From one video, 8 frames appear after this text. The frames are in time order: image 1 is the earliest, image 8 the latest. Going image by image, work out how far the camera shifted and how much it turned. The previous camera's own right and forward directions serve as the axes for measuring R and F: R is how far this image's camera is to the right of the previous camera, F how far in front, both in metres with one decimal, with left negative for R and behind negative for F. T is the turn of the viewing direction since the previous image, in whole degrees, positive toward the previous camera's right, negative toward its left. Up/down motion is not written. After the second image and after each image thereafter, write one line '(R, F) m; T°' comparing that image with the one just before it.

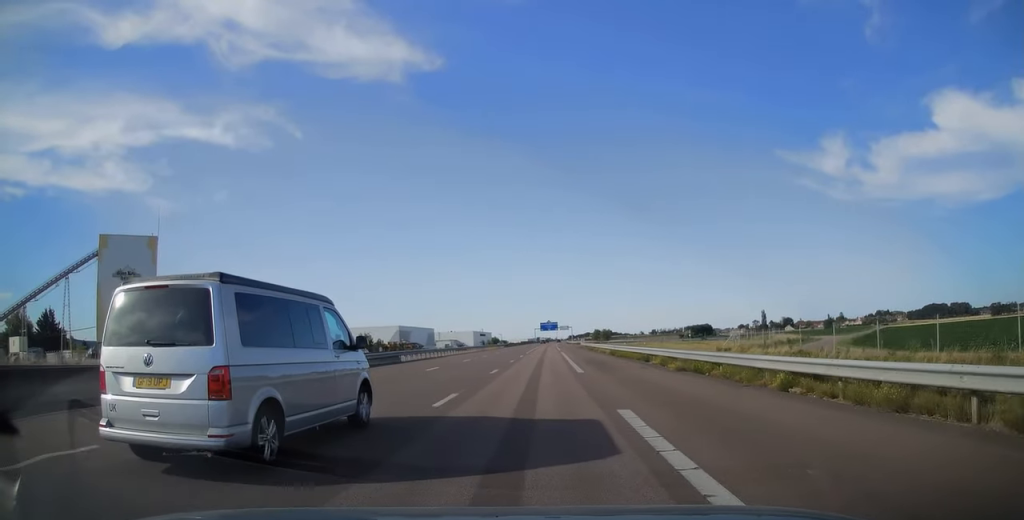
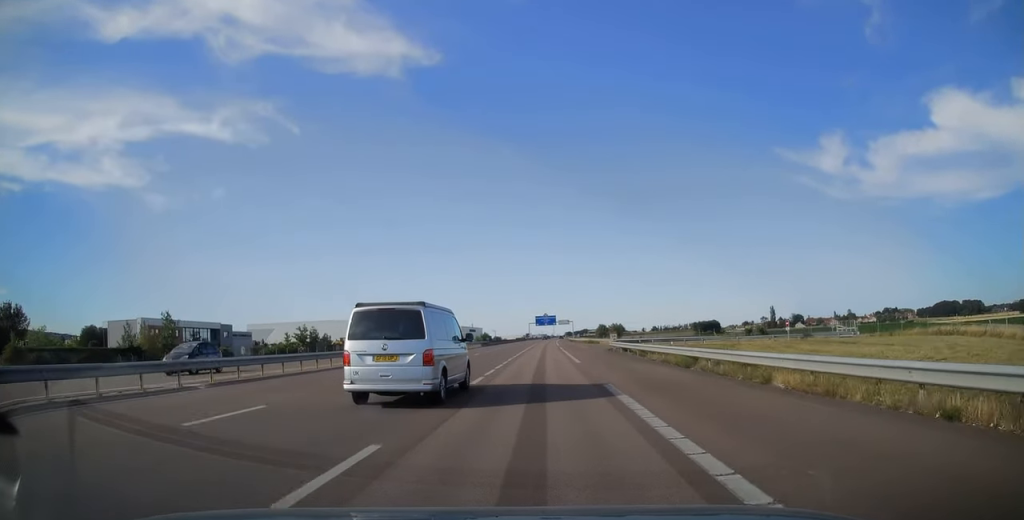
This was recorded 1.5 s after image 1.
(+0.1, +46.7) m; 0°
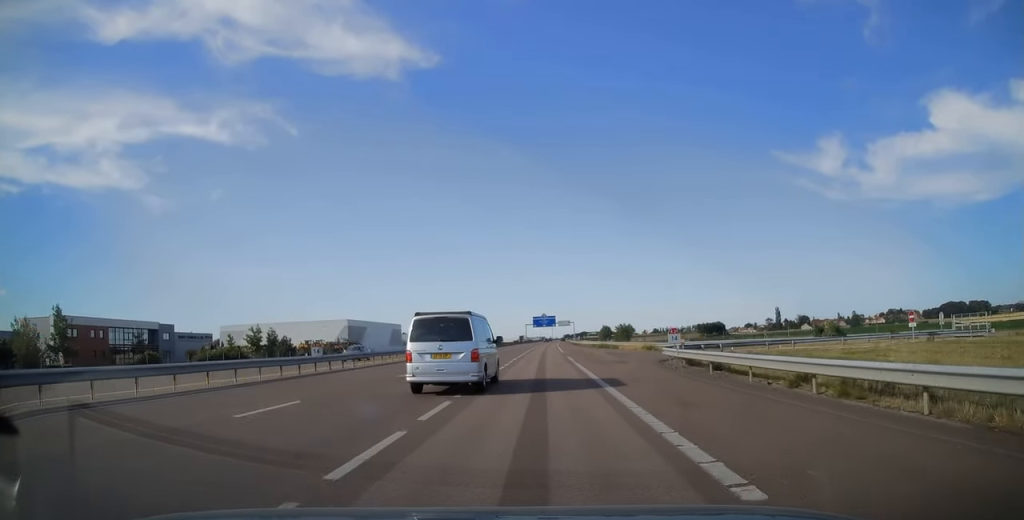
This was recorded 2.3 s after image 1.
(0.0, +24.2) m; 0°
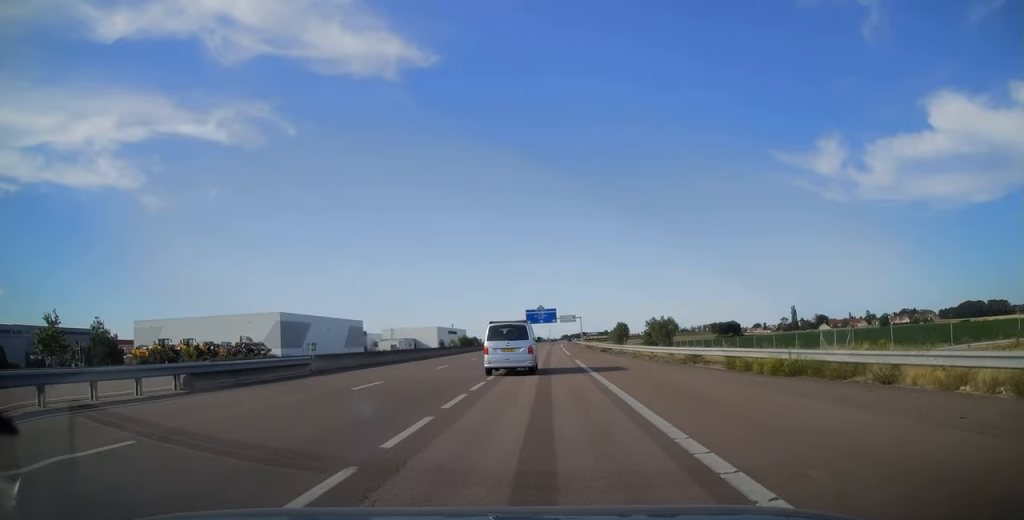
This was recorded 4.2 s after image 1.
(+0.3, +58.2) m; +1°
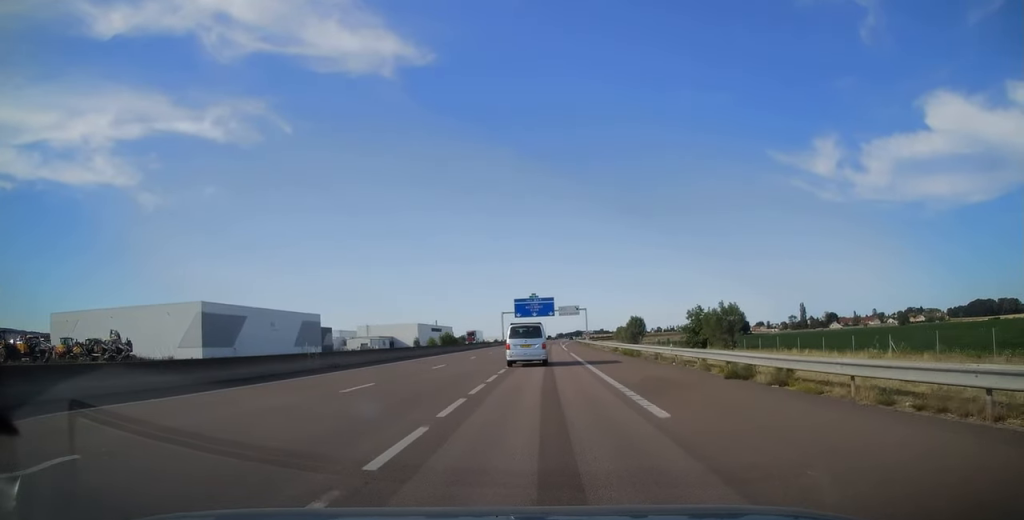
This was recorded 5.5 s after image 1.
(+0.1, +40.1) m; 0°
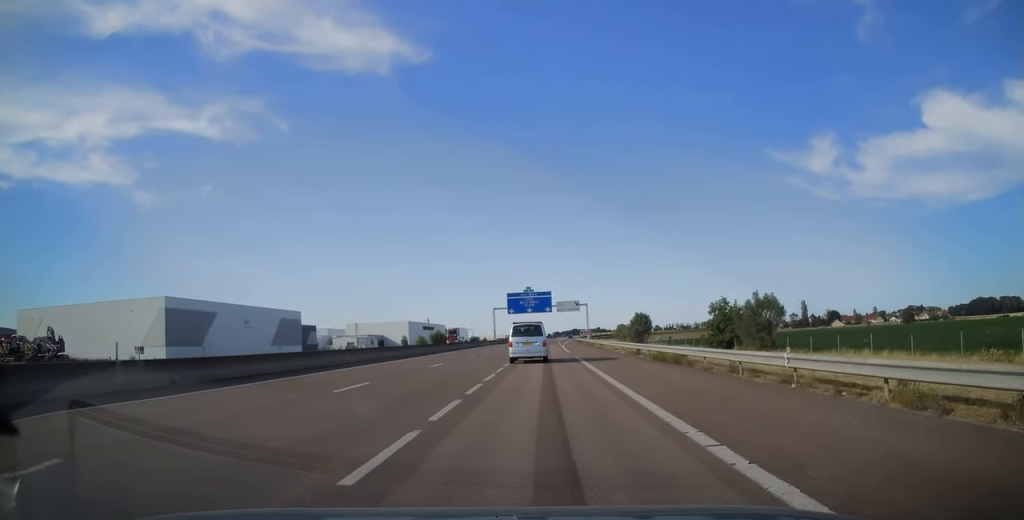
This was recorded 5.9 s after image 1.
(0.0, +13.4) m; 0°
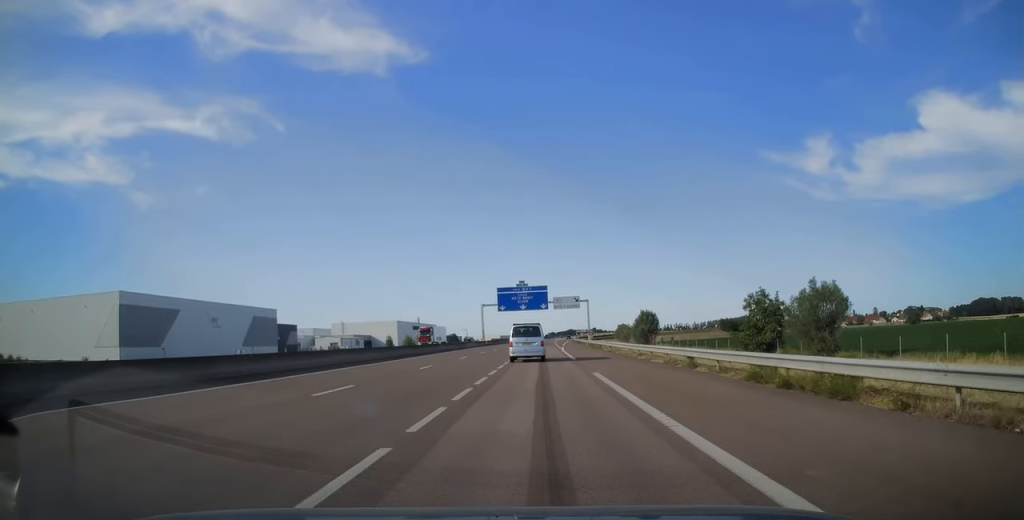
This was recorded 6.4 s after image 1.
(0.0, +14.4) m; 0°
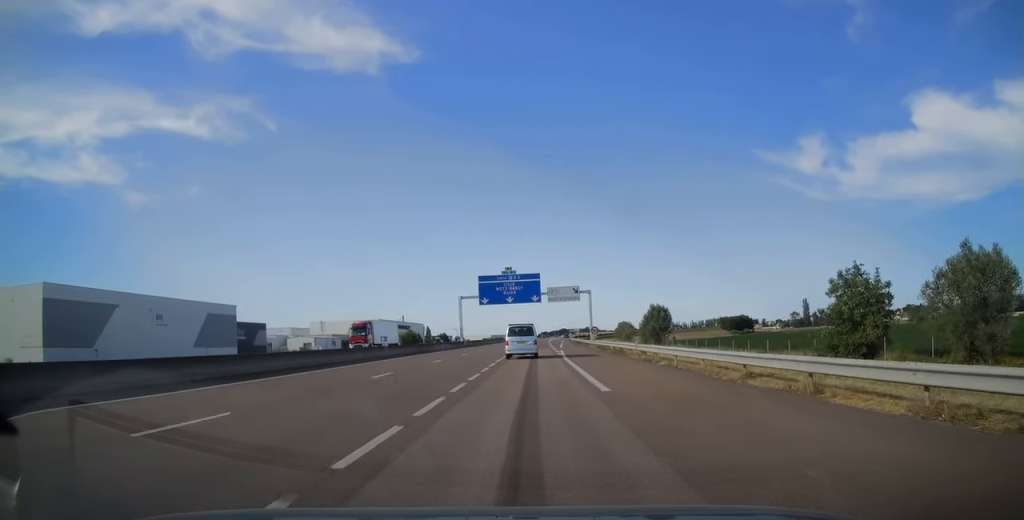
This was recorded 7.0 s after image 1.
(0.0, +20.0) m; 0°
